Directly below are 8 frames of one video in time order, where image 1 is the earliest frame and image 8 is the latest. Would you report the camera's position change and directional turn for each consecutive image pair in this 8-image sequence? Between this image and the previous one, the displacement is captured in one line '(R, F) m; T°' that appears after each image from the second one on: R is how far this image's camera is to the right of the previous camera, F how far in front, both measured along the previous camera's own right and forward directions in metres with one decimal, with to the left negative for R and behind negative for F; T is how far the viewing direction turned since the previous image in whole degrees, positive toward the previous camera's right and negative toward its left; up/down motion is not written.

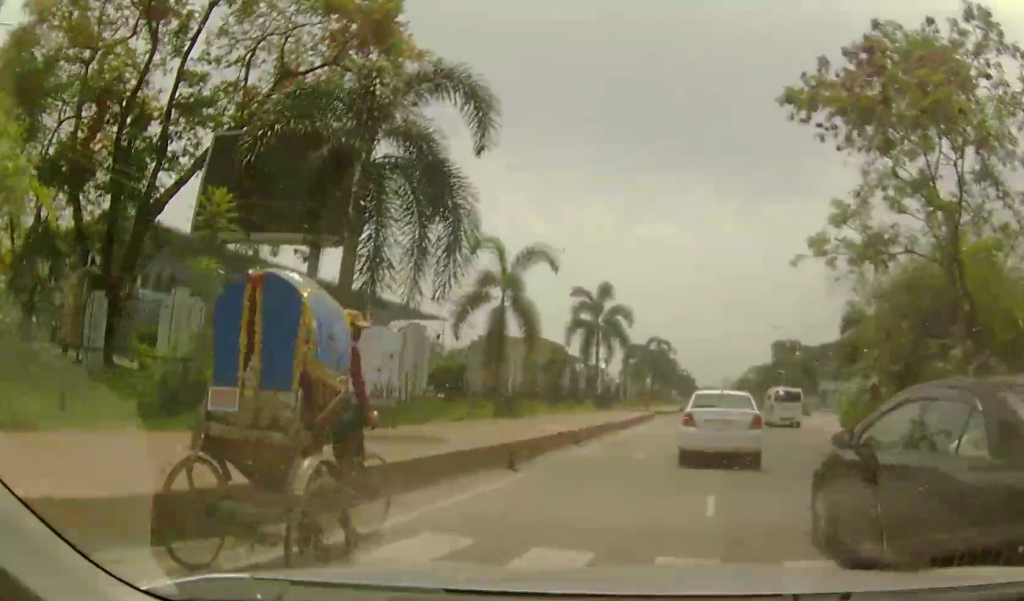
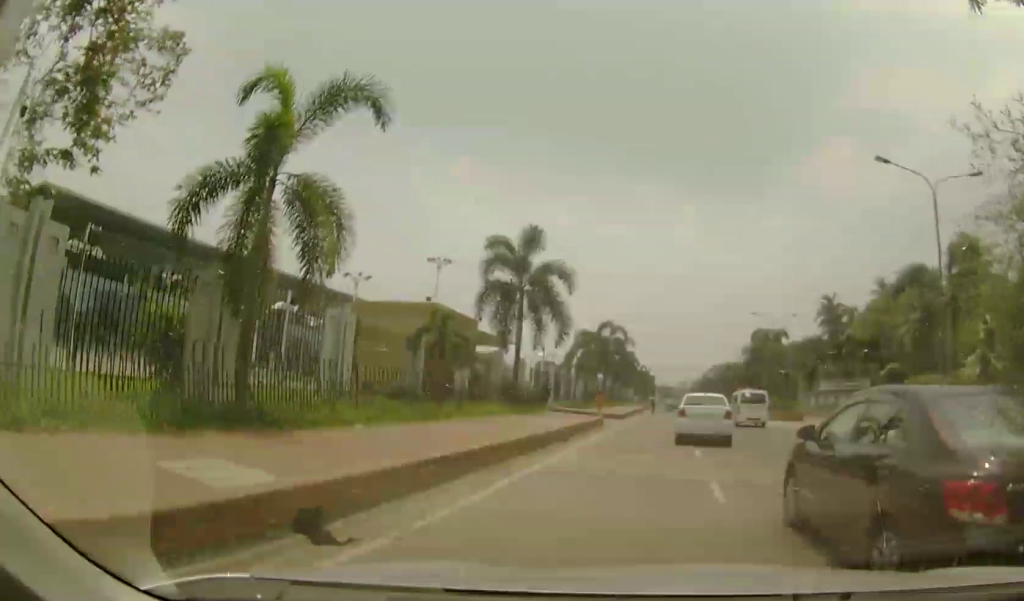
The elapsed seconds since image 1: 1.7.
(+0.3, +11.0) m; +2°
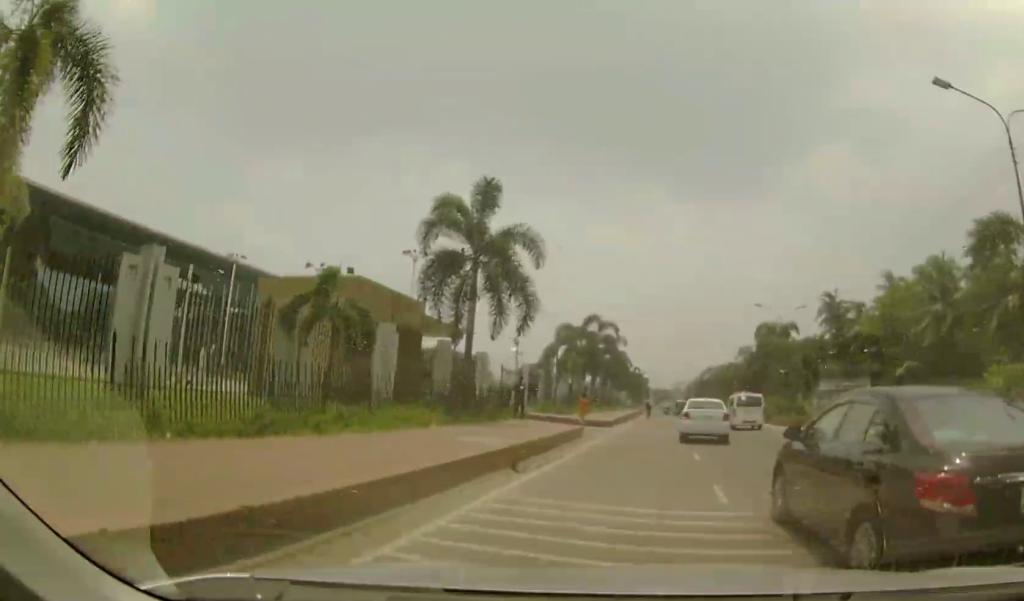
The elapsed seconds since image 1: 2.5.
(0.0, +5.4) m; 0°
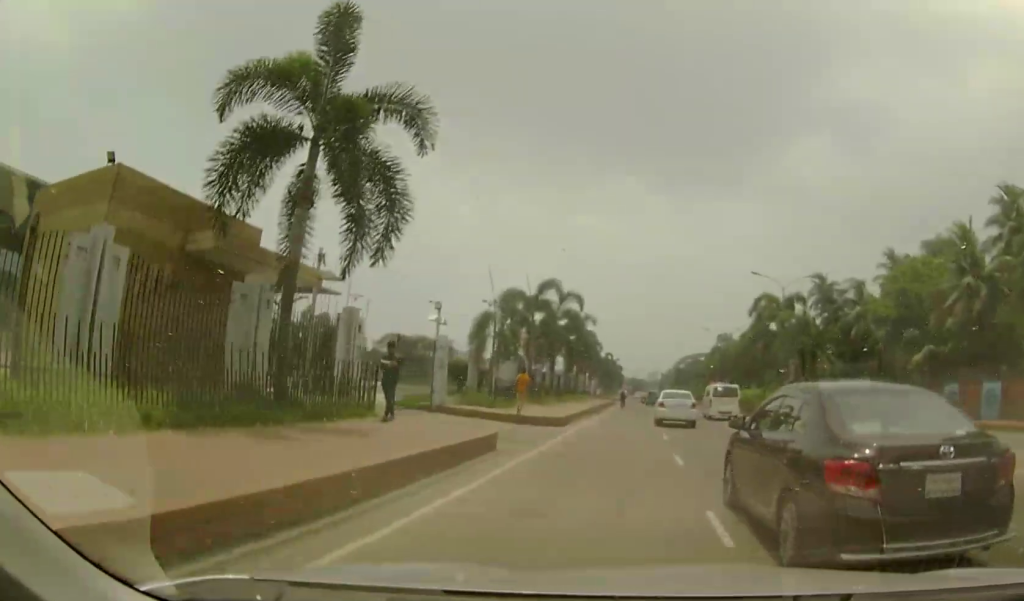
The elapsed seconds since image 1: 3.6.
(+0.1, +8.6) m; +3°
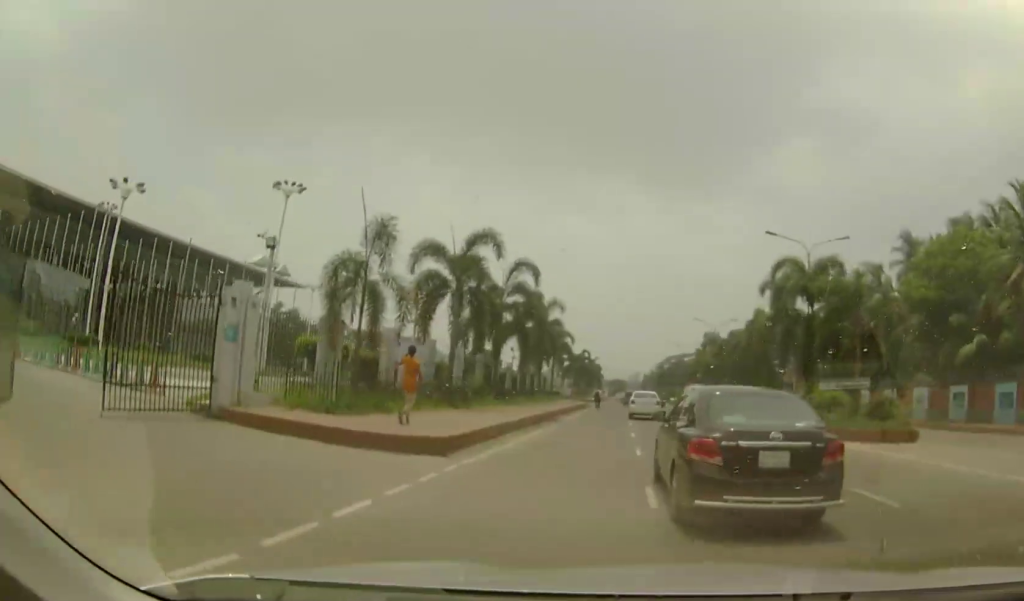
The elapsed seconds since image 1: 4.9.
(+0.5, +11.3) m; +3°
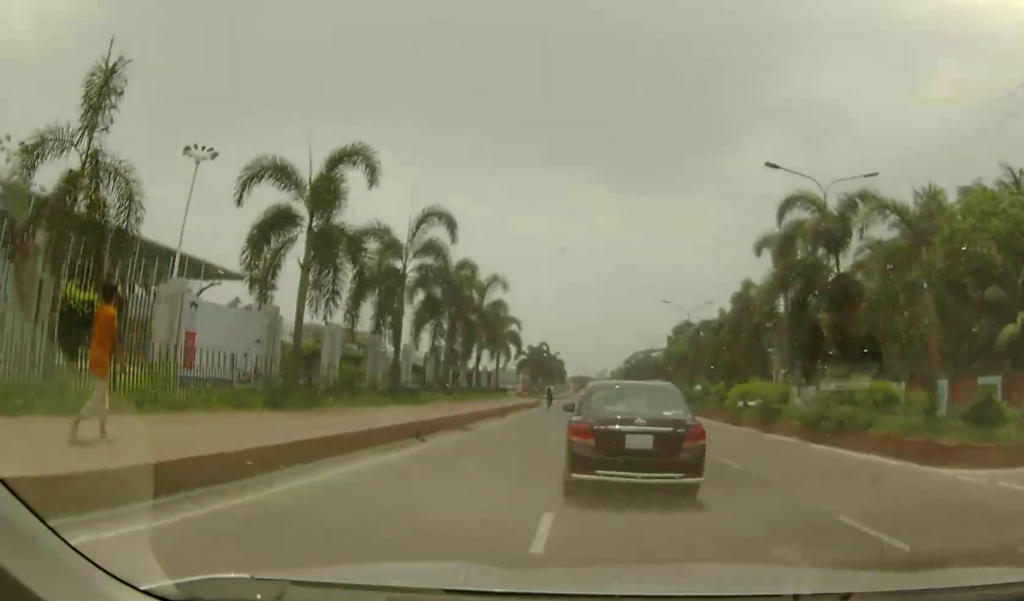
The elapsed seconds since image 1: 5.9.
(0.0, +8.4) m; 0°
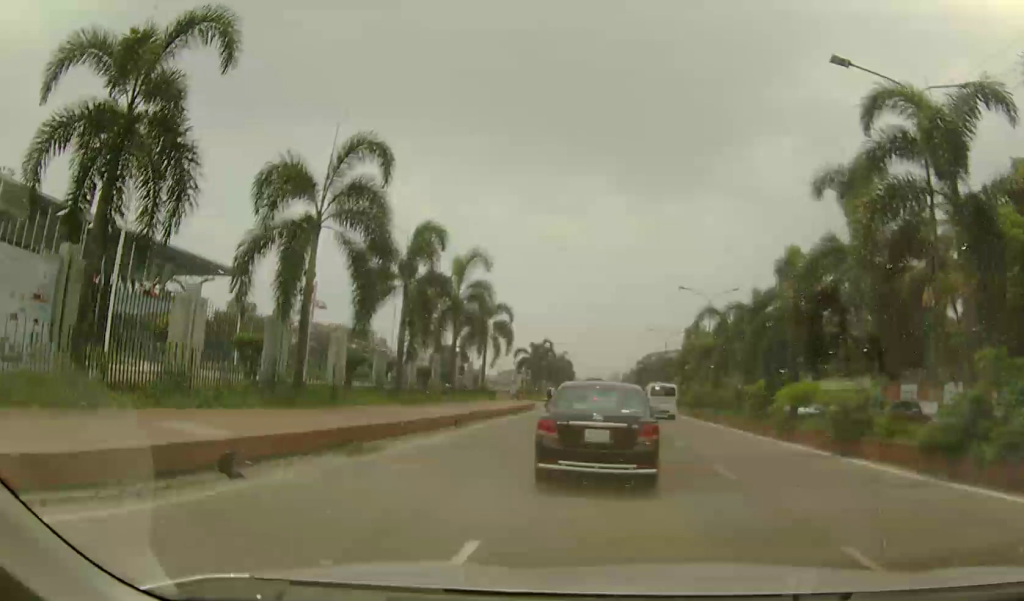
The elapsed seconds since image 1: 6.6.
(0.0, +7.0) m; 0°
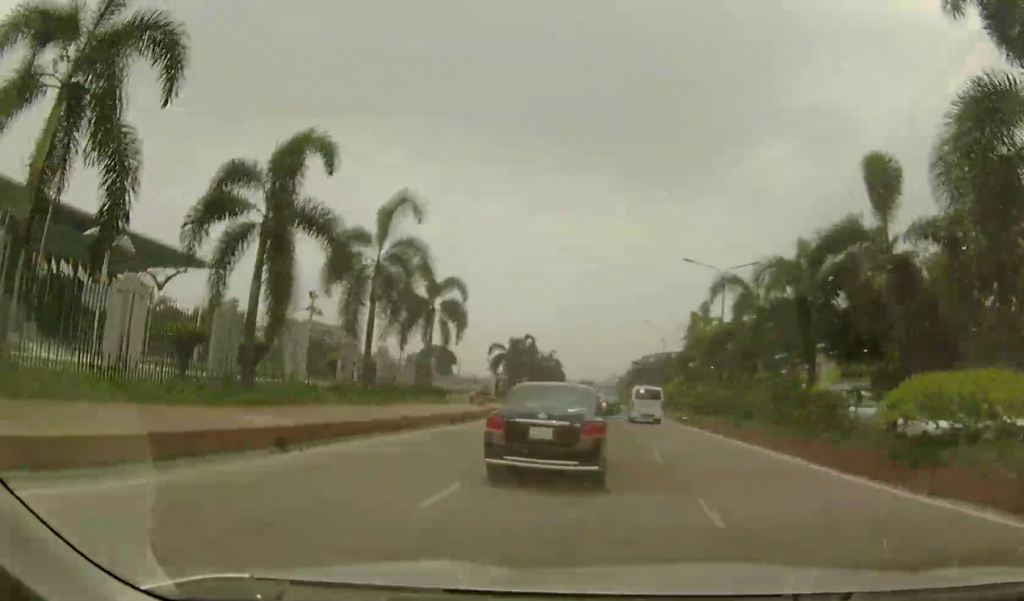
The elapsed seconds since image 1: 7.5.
(0.0, +8.6) m; 0°
